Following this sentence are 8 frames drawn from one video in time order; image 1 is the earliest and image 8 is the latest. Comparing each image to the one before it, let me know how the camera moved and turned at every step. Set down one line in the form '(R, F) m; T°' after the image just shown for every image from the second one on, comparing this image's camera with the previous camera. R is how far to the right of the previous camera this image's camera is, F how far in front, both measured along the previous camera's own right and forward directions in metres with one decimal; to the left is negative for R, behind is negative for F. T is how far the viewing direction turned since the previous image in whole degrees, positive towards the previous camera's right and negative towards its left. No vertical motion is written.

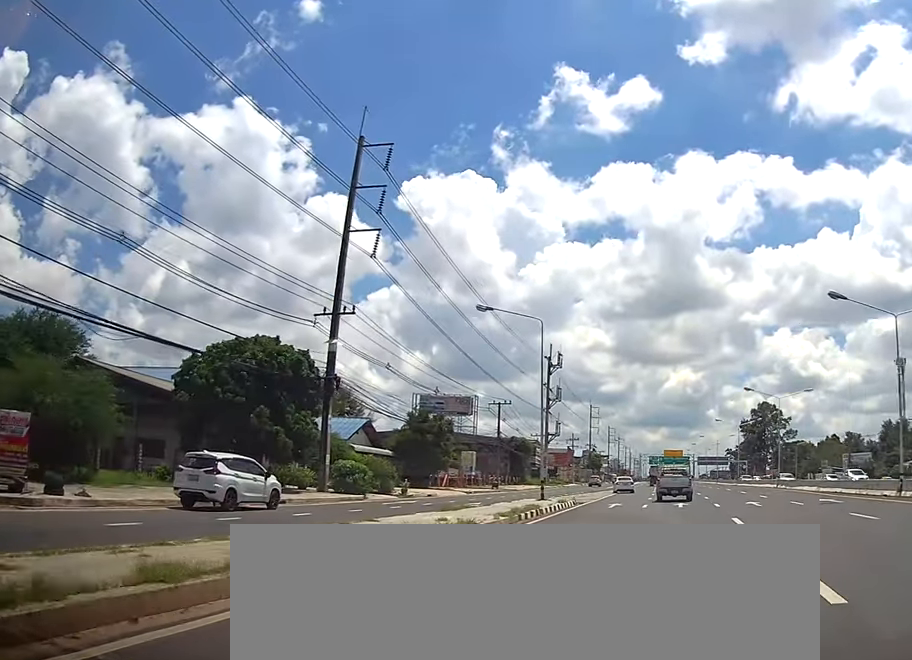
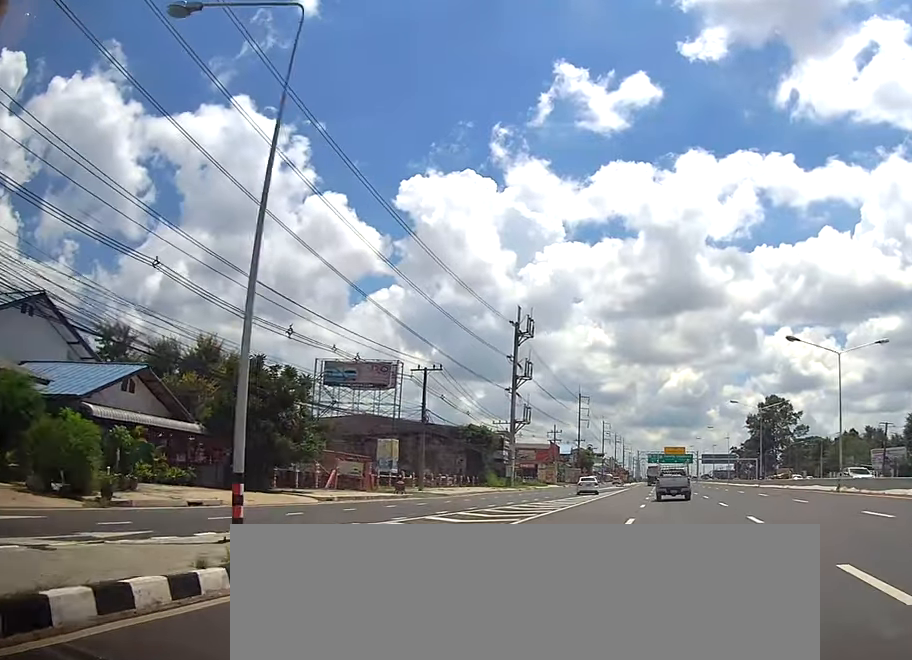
(-0.4, +24.1) m; +1°
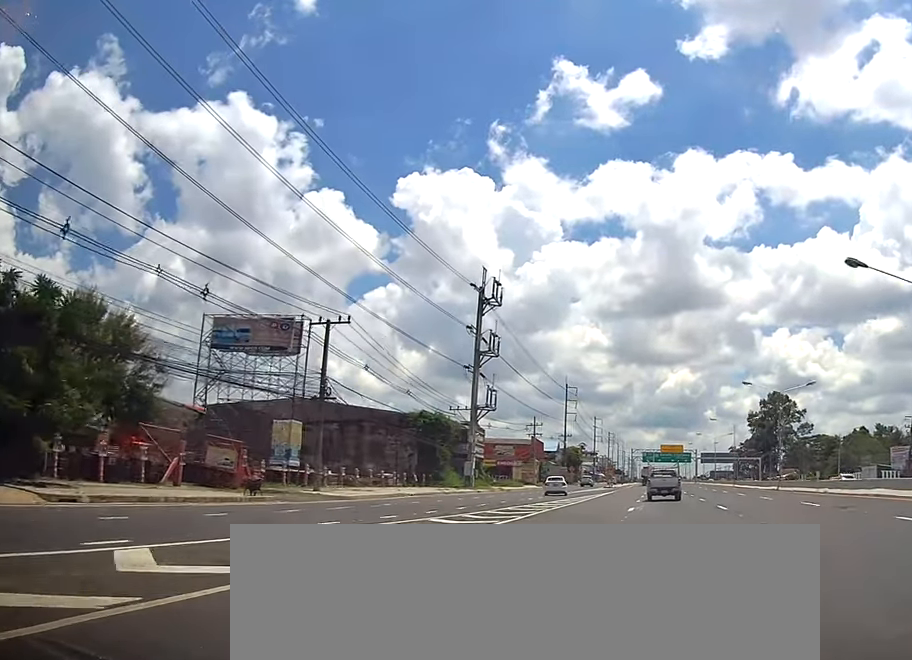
(+0.5, +15.8) m; 0°
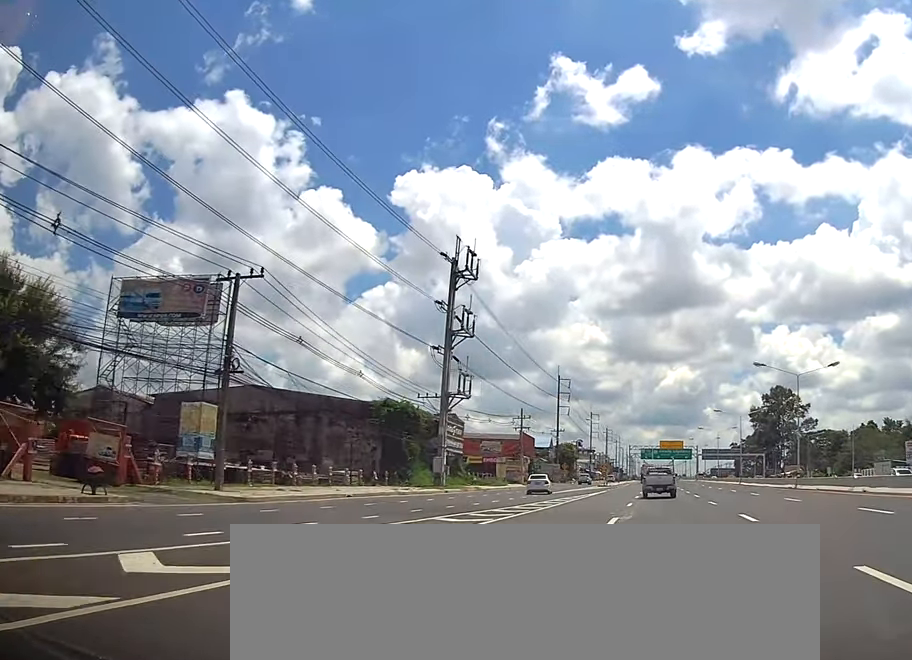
(-0.4, +9.0) m; 0°
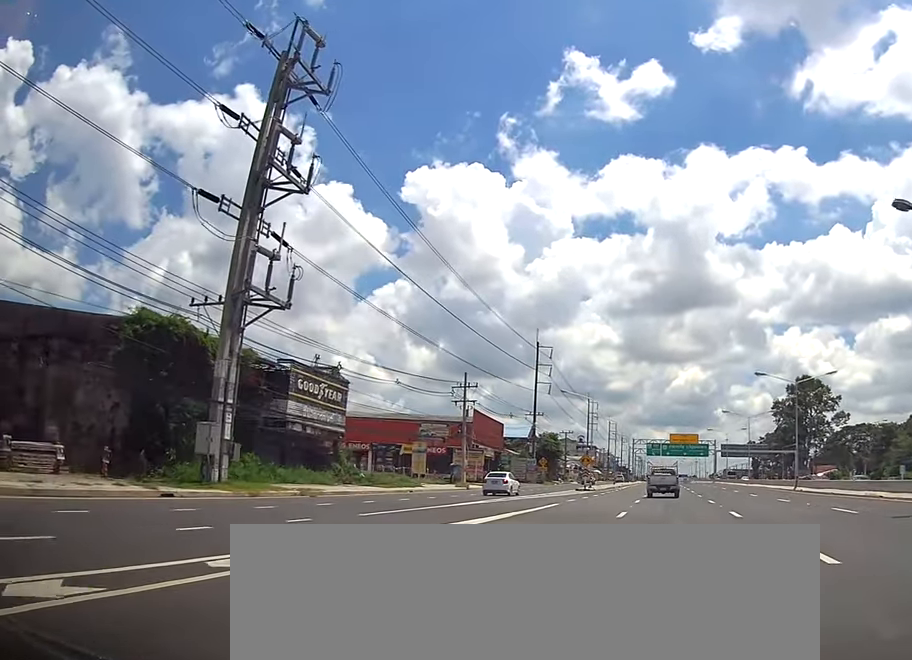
(-0.1, +32.5) m; 0°
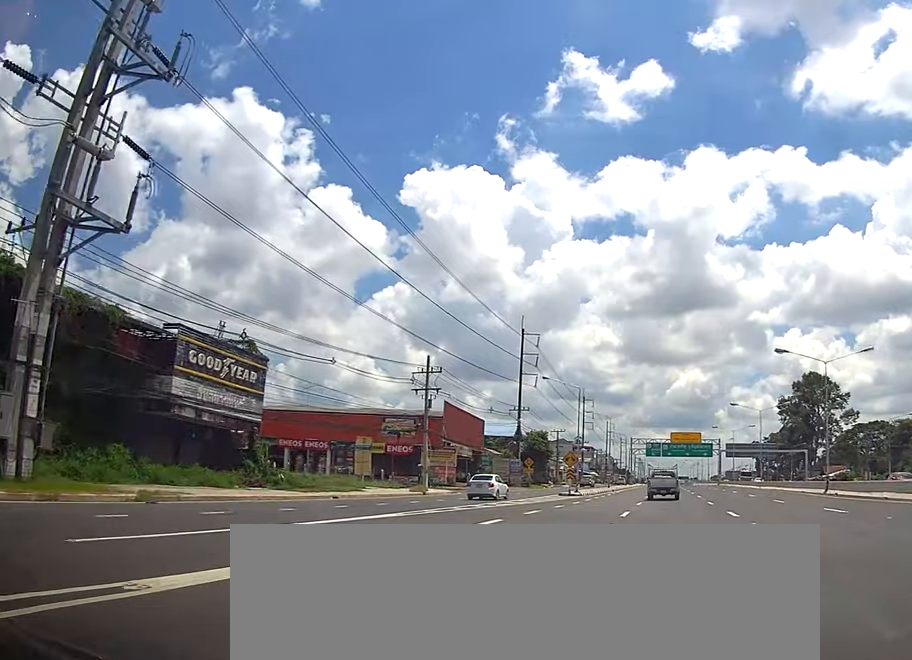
(+0.2, +10.8) m; 0°
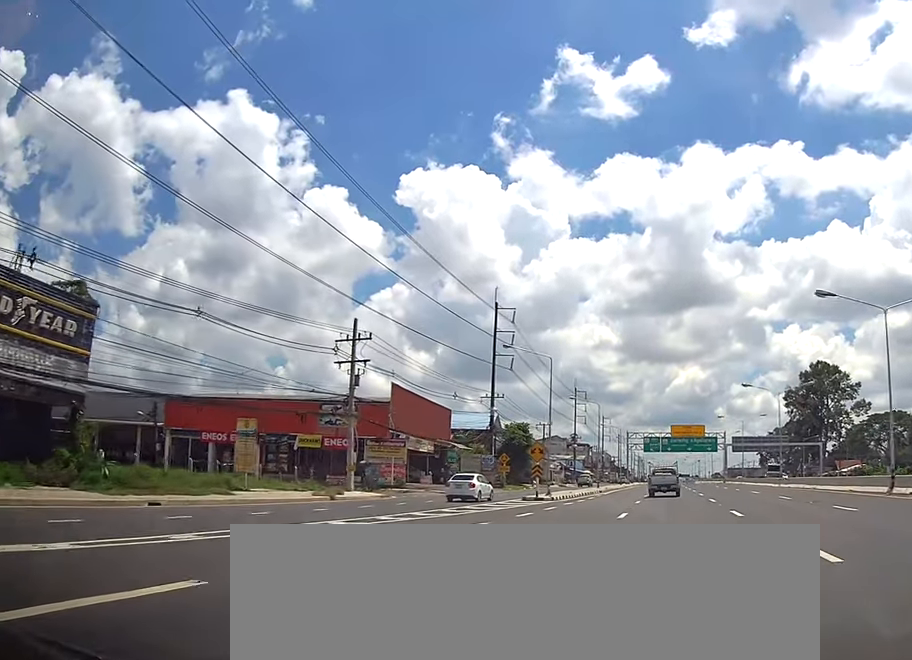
(+0.1, +13.5) m; 0°
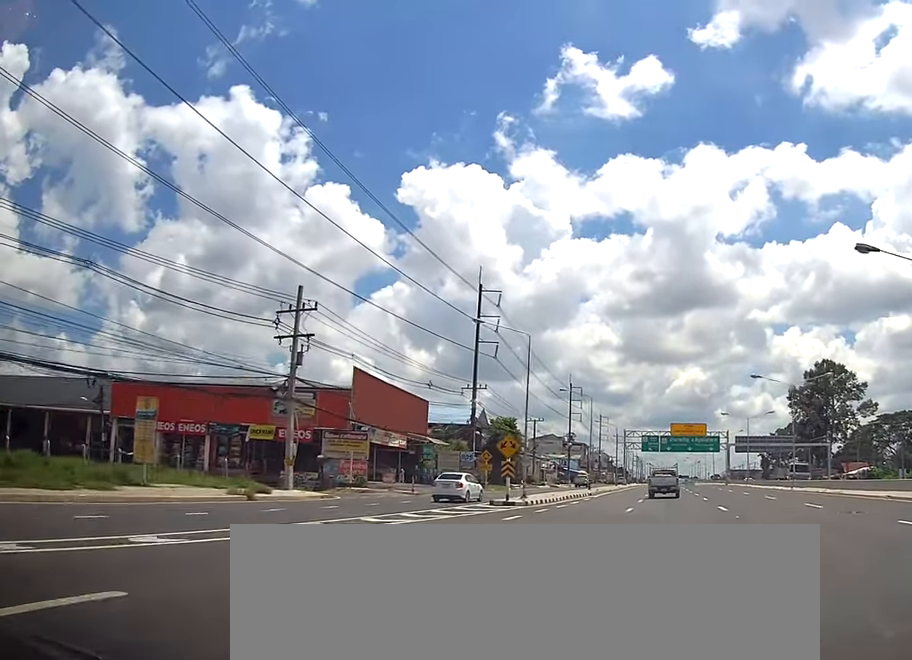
(-0.3, +7.2) m; 0°
